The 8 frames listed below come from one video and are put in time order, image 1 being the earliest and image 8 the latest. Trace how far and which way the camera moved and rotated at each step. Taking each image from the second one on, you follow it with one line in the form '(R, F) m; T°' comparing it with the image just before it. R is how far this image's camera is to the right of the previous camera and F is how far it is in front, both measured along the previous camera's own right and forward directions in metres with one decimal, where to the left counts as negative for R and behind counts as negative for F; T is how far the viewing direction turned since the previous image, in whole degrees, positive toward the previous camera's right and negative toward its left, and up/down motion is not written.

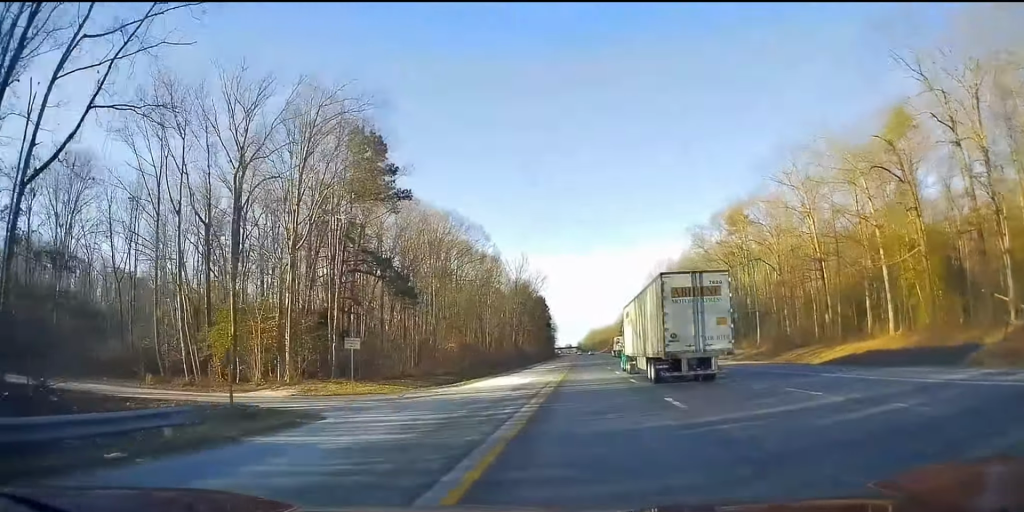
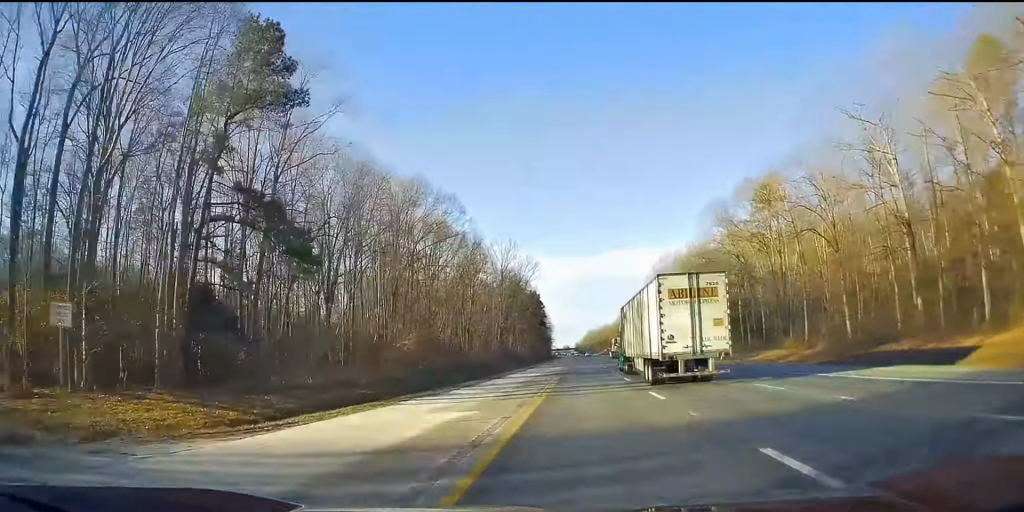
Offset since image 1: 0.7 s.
(0.0, +21.6) m; 0°
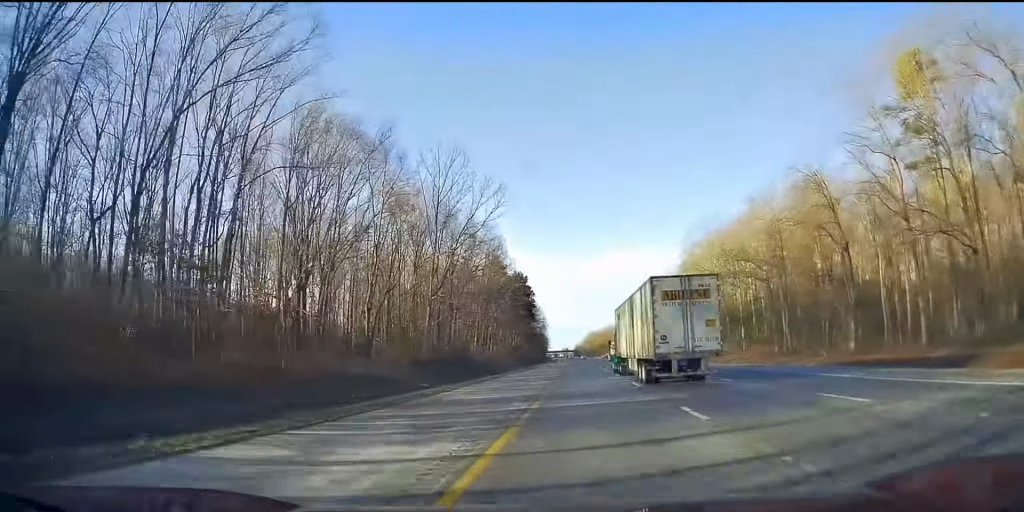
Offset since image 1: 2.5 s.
(-0.3, +55.0) m; -1°
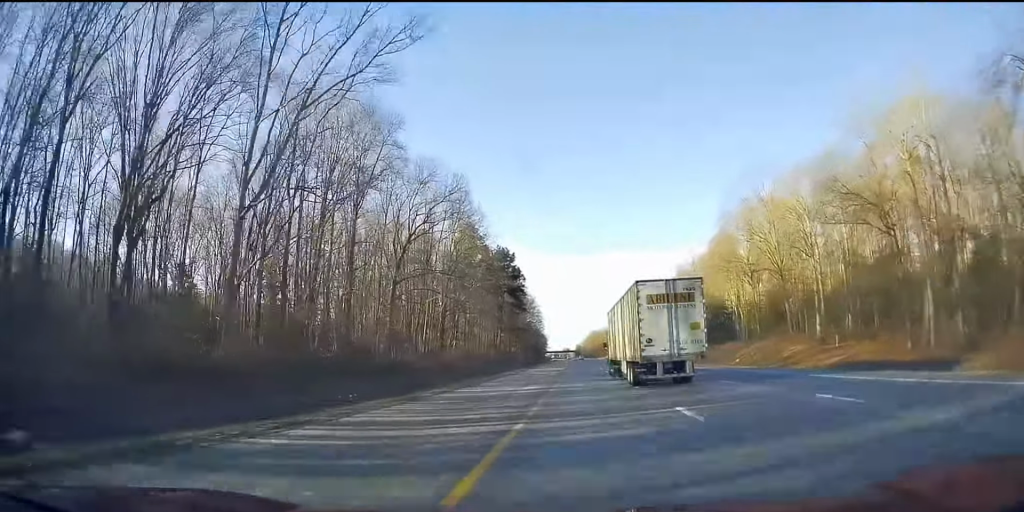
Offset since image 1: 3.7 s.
(0.0, +36.9) m; 0°
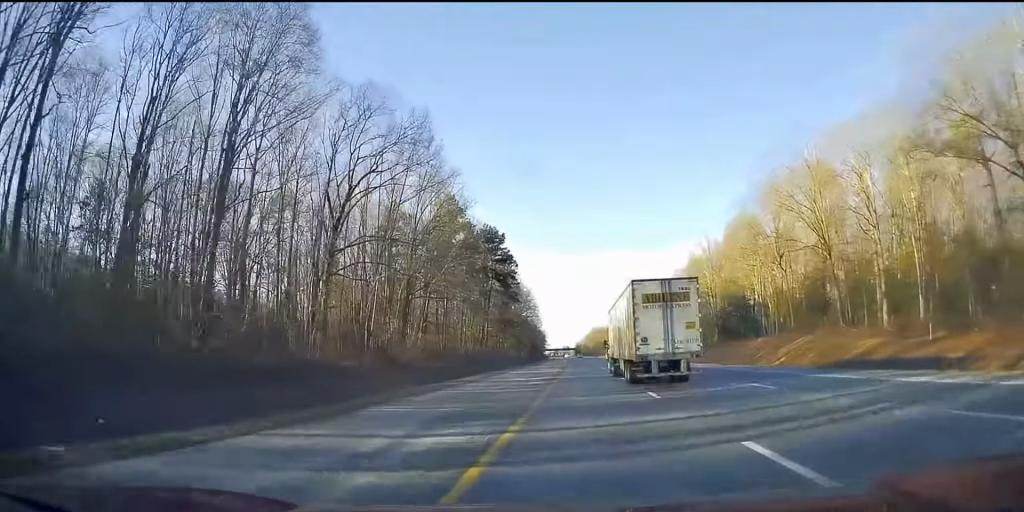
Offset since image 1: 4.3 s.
(+0.2, +18.0) m; 0°
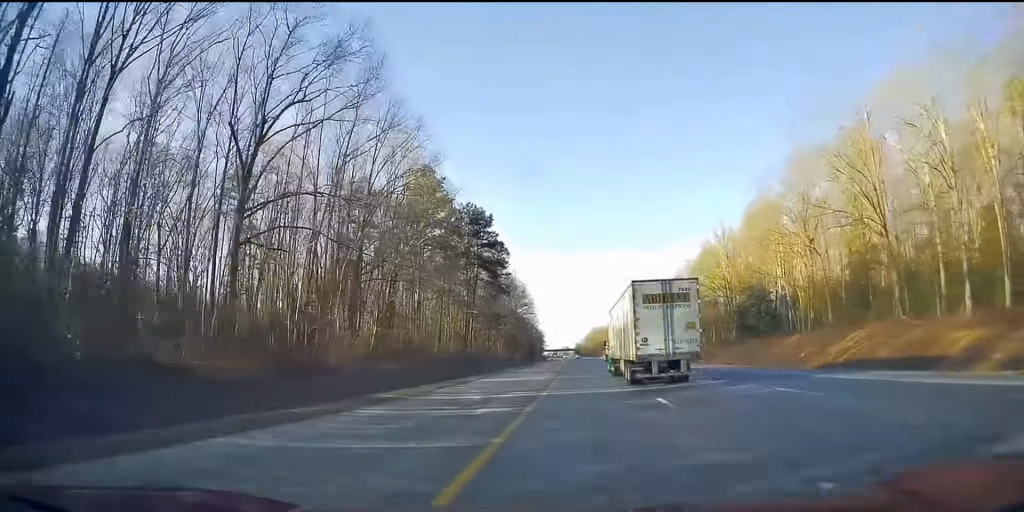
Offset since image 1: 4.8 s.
(0.0, +15.0) m; 0°
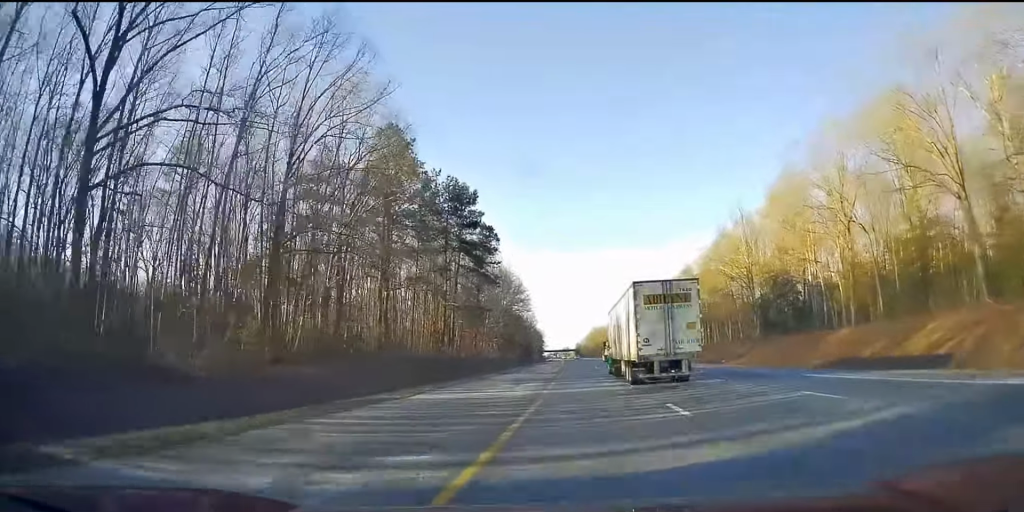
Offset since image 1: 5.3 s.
(-0.1, +14.6) m; 0°
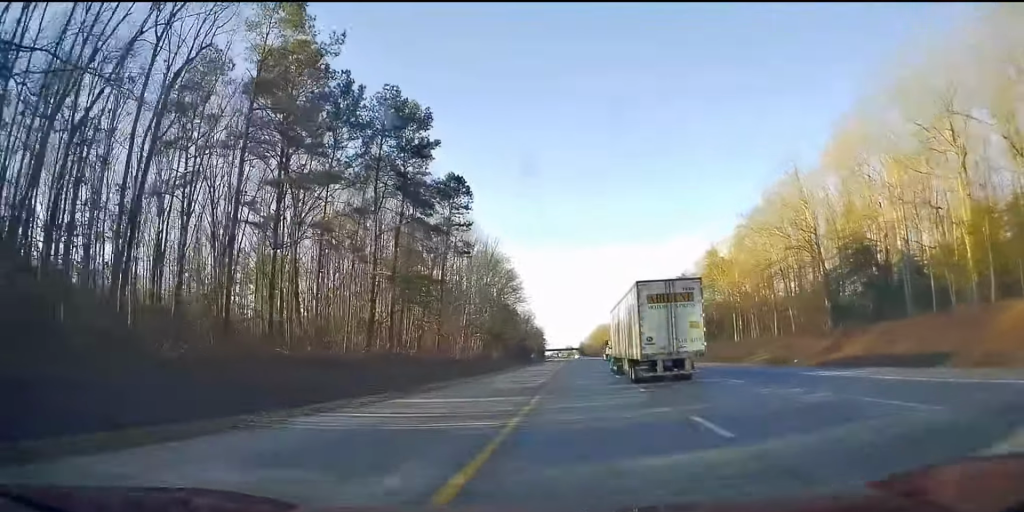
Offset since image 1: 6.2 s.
(-0.1, +27.7) m; 0°
